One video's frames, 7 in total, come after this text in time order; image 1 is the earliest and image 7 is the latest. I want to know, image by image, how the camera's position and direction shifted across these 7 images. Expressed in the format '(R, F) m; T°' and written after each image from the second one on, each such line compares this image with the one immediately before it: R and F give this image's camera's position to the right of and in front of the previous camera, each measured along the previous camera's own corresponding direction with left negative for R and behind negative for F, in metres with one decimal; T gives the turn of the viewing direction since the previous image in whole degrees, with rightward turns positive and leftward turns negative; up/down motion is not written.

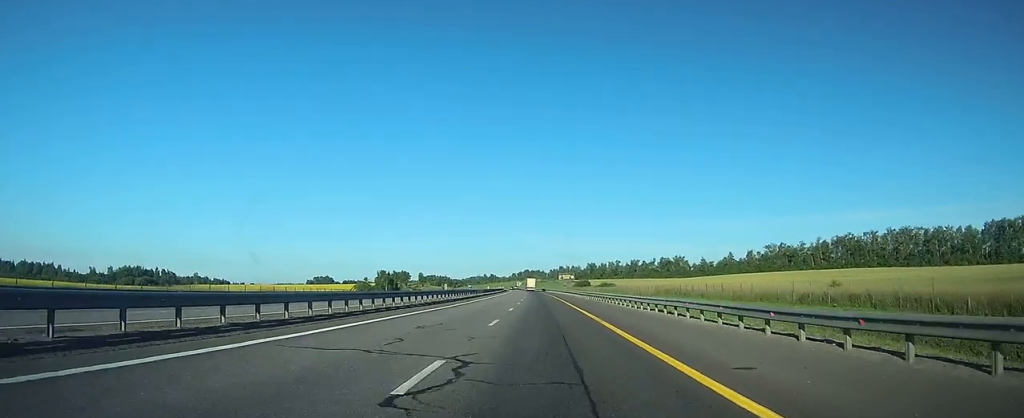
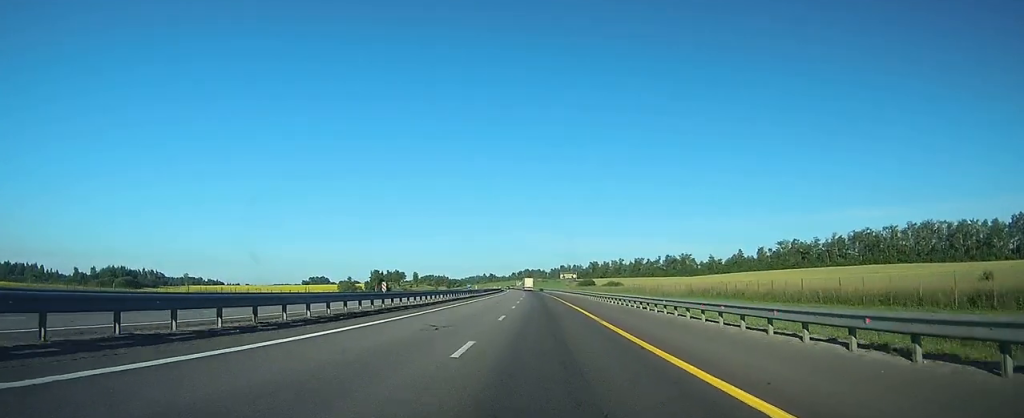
(0.0, +20.2) m; 0°
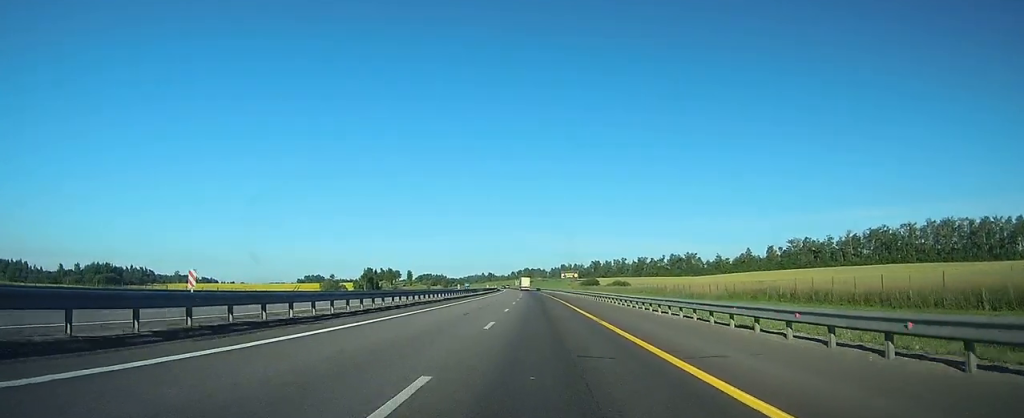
(0.0, +17.3) m; 0°
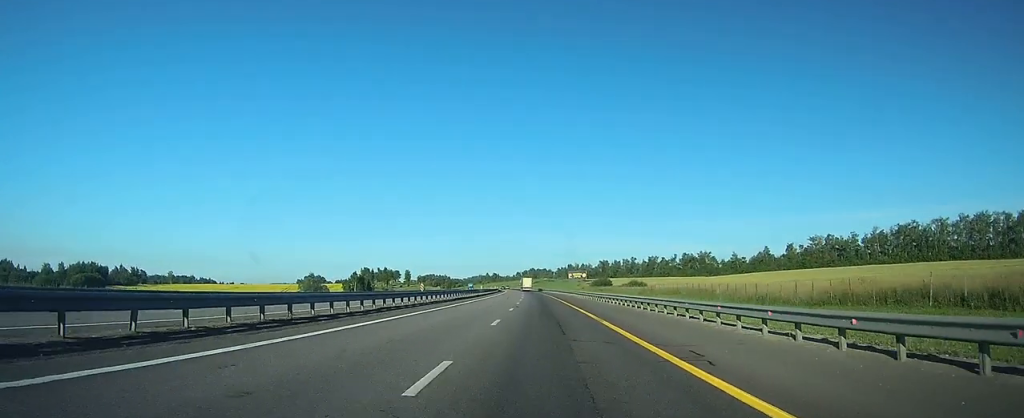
(0.0, +22.2) m; 0°
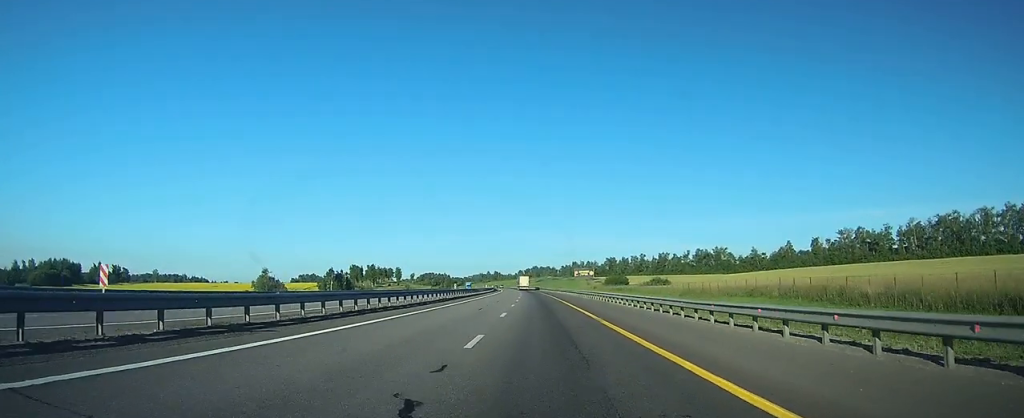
(-0.1, +31.0) m; 0°
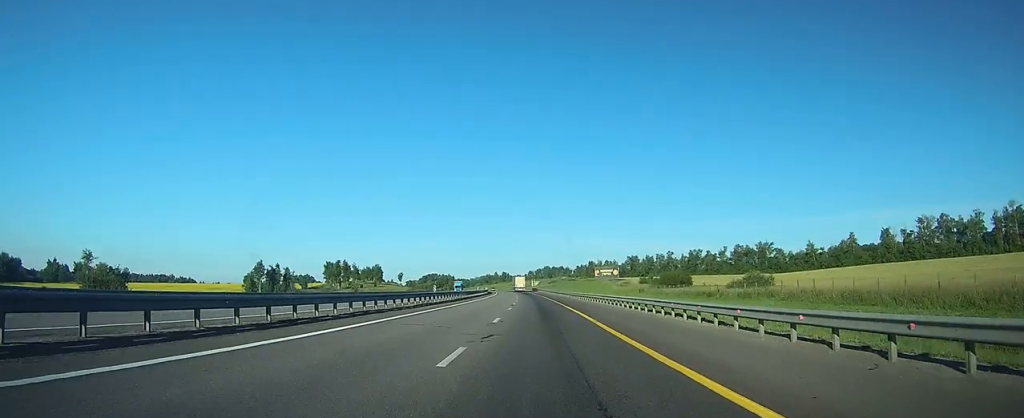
(-0.3, +62.6) m; -1°
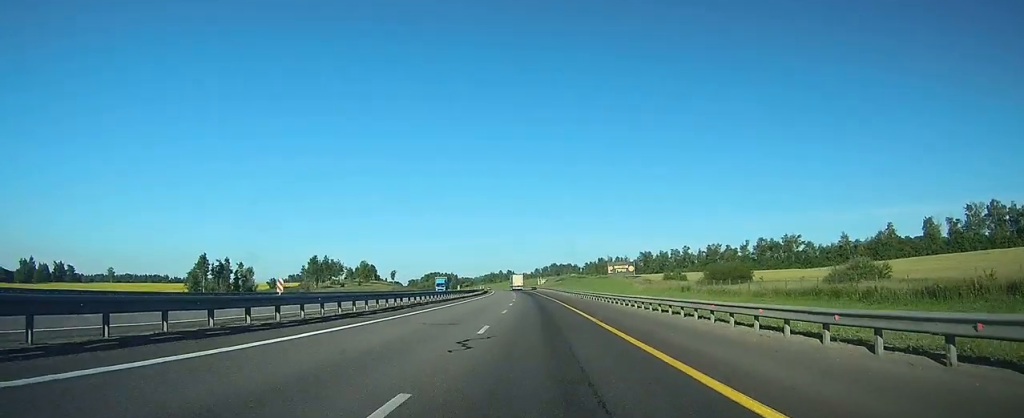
(-0.2, +29.5) m; -1°
